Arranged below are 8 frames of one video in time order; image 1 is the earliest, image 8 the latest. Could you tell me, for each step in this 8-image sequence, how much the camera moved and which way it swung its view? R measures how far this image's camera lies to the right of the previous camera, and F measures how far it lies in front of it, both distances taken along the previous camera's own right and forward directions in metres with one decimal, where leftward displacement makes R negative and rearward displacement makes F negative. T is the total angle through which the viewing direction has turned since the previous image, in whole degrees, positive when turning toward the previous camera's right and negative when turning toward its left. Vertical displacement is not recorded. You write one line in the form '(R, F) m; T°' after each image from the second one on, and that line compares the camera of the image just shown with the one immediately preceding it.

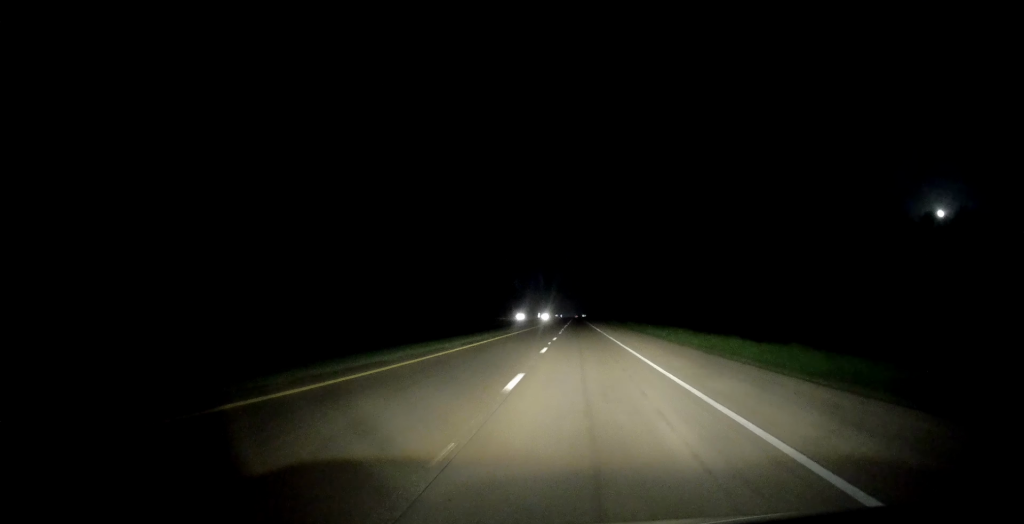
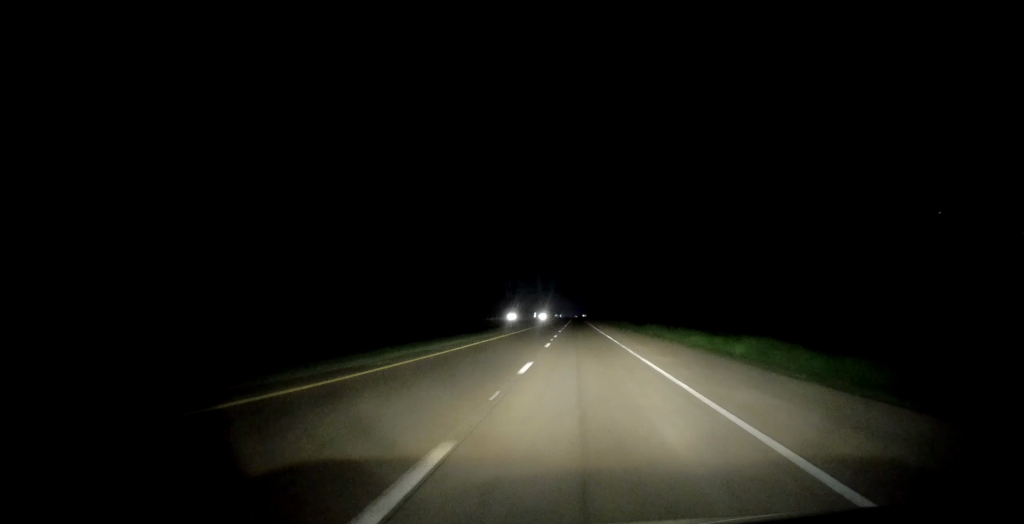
(-0.1, +20.4) m; 0°
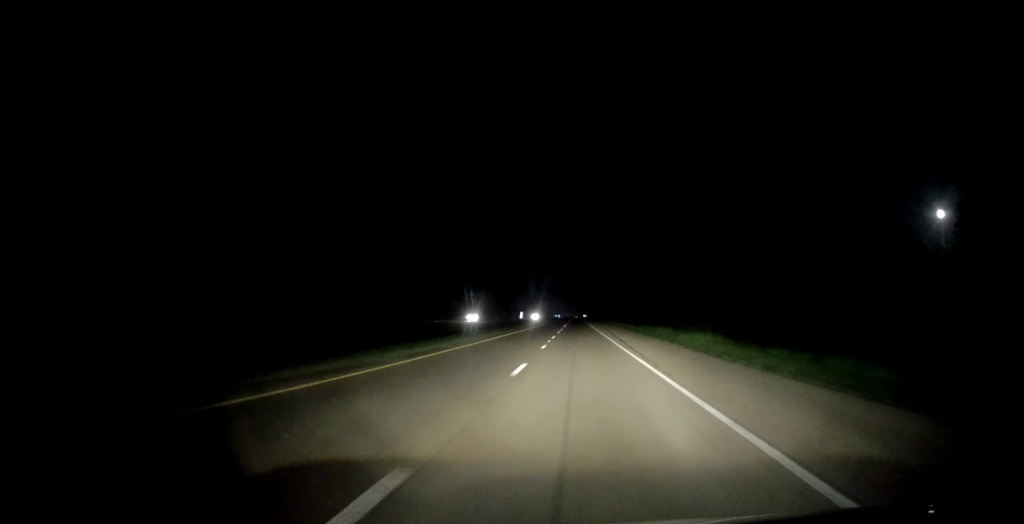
(+0.1, +50.0) m; 0°
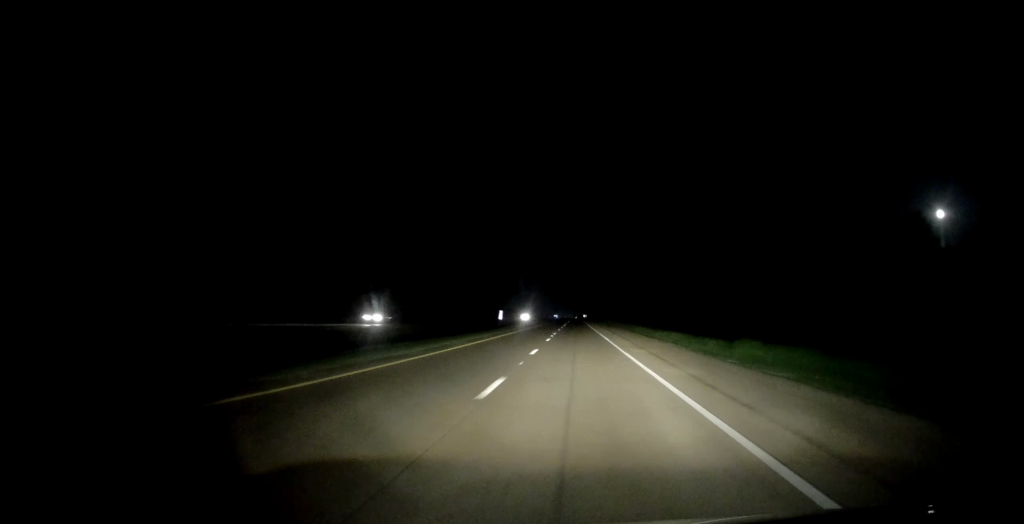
(-0.1, +39.7) m; 0°
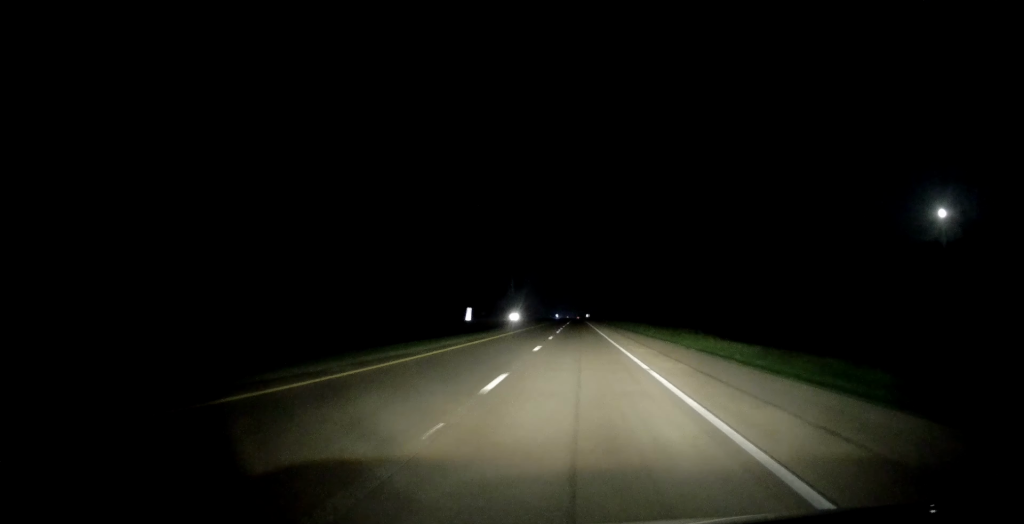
(+0.1, +35.2) m; +1°
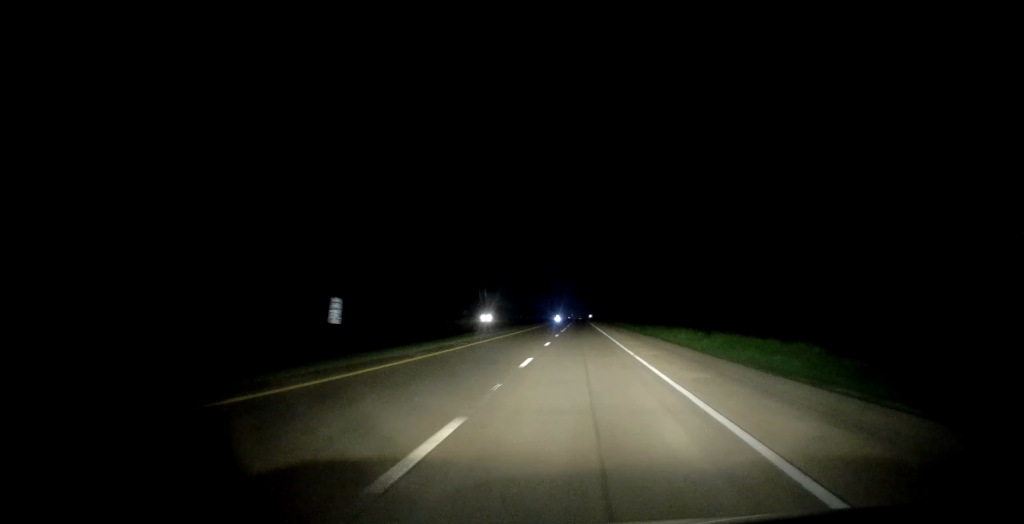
(+0.4, +44.3) m; 0°
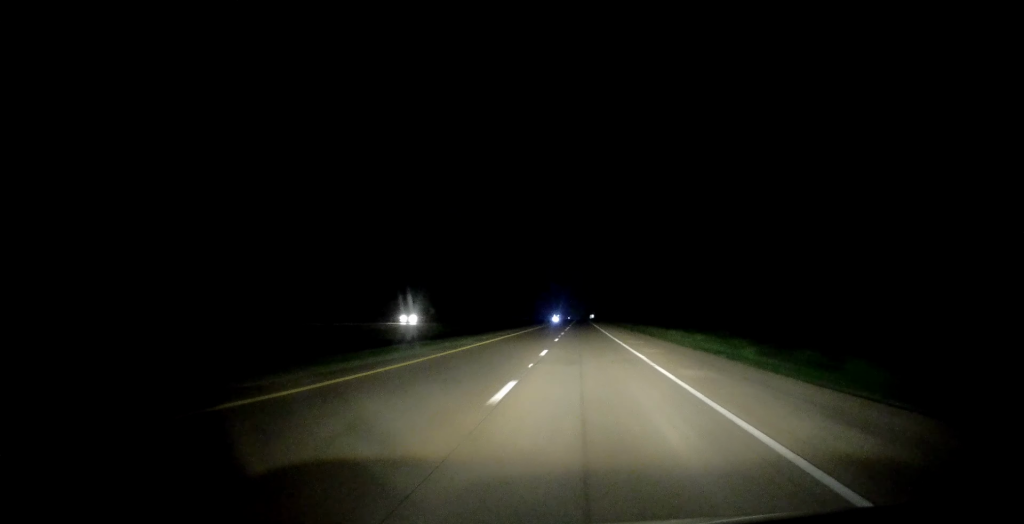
(-0.3, +43.3) m; -1°
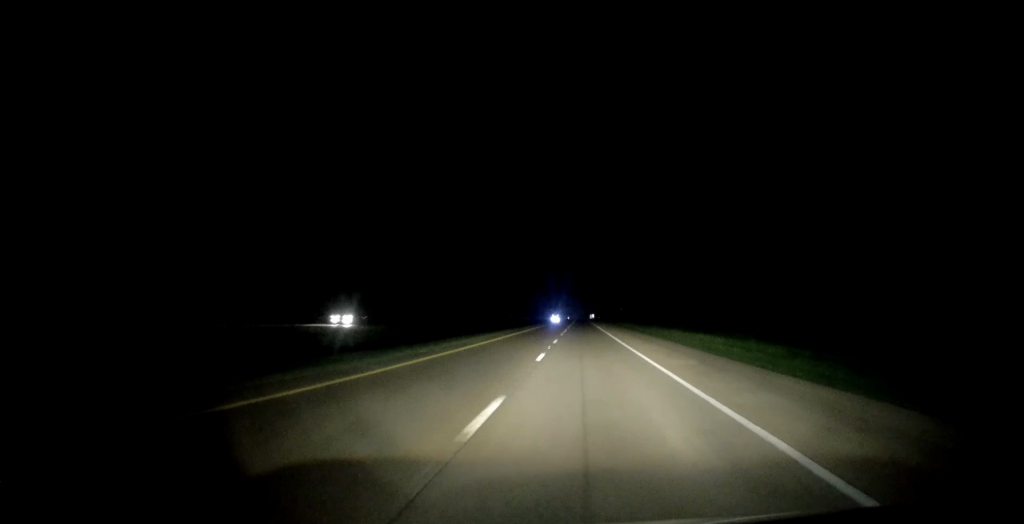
(+0.1, +14.8) m; 0°
